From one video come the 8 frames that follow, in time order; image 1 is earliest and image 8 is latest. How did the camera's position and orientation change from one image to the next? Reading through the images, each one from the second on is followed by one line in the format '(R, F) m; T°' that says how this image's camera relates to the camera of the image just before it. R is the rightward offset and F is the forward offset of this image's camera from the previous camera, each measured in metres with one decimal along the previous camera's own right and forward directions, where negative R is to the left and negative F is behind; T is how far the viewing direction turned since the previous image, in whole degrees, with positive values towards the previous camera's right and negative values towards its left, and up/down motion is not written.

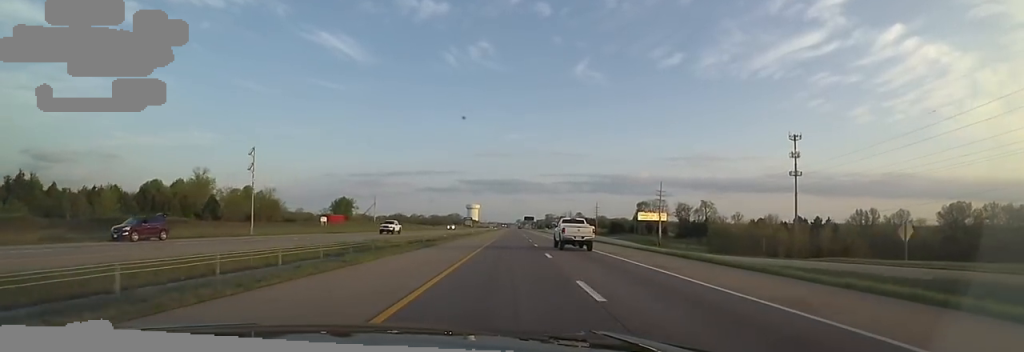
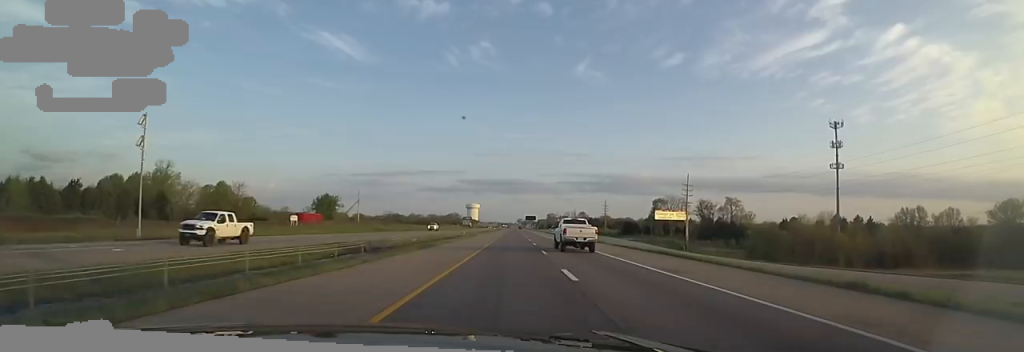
(-0.5, +21.5) m; -1°
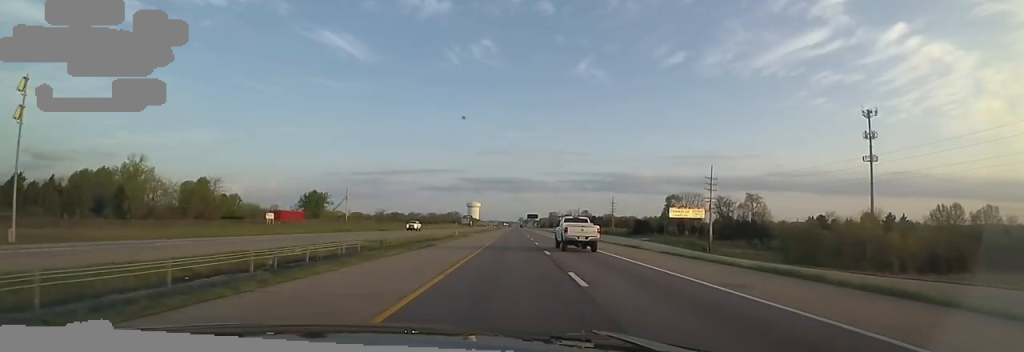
(-0.1, +13.8) m; 0°
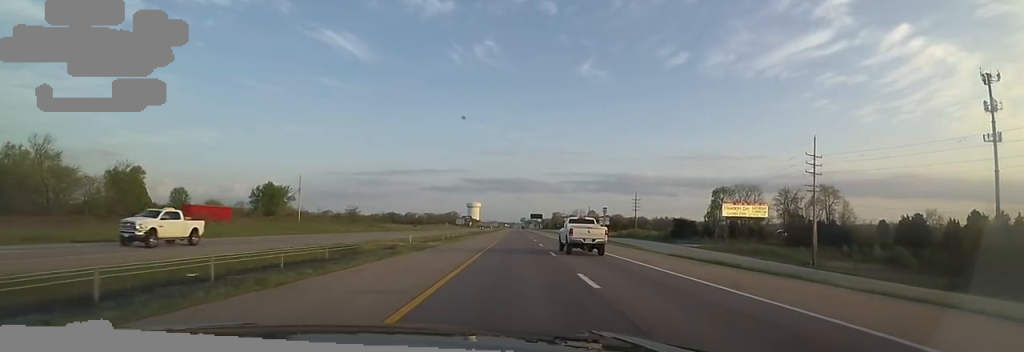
(0.0, +36.8) m; 0°
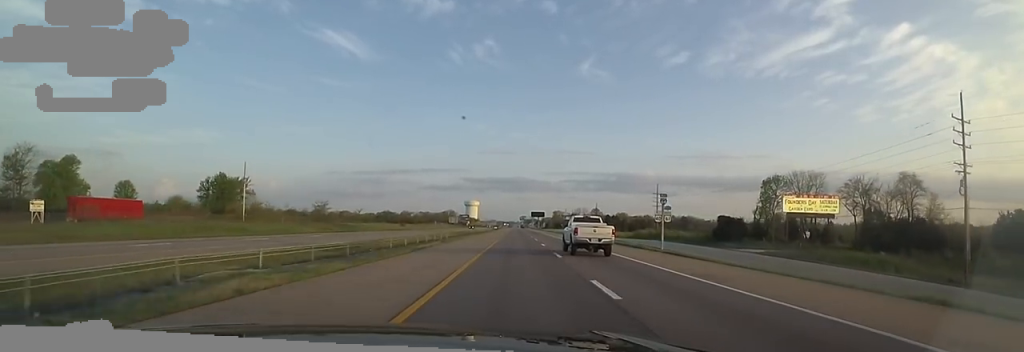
(0.0, +26.1) m; +1°
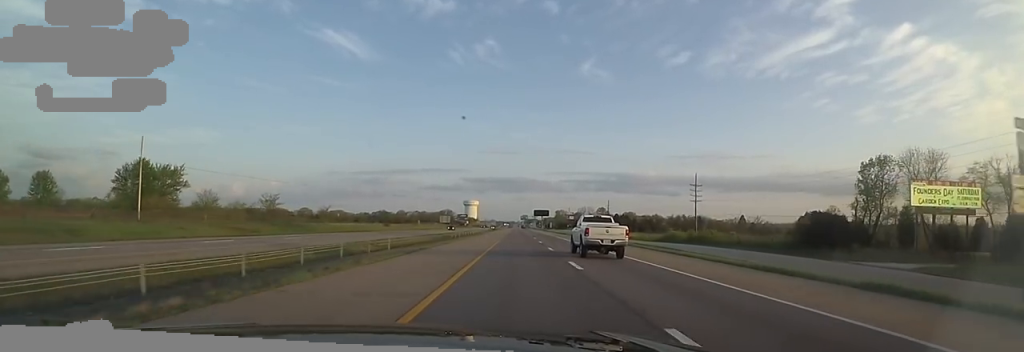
(+0.2, +30.7) m; +3°
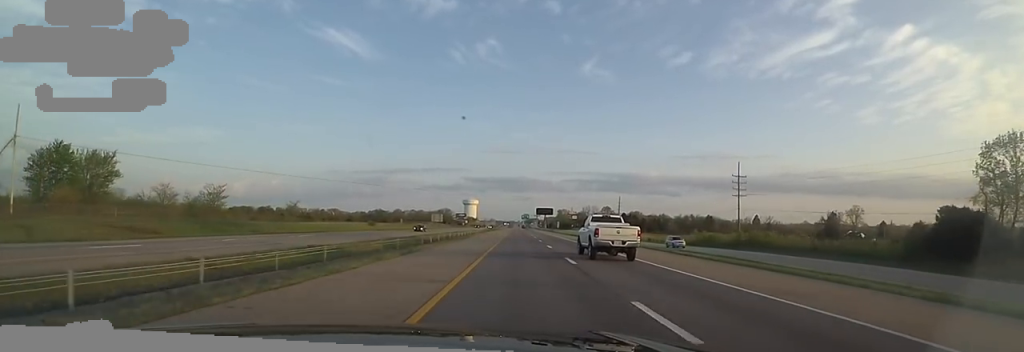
(+1.3, +22.1) m; 0°
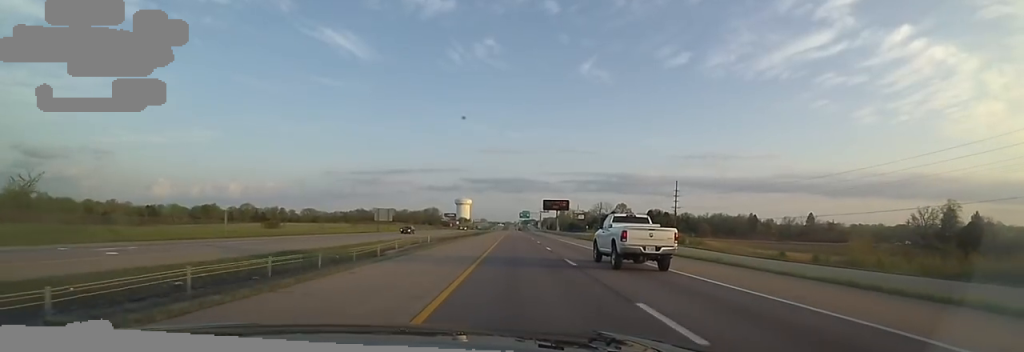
(-3.3, +73.1) m; -2°
